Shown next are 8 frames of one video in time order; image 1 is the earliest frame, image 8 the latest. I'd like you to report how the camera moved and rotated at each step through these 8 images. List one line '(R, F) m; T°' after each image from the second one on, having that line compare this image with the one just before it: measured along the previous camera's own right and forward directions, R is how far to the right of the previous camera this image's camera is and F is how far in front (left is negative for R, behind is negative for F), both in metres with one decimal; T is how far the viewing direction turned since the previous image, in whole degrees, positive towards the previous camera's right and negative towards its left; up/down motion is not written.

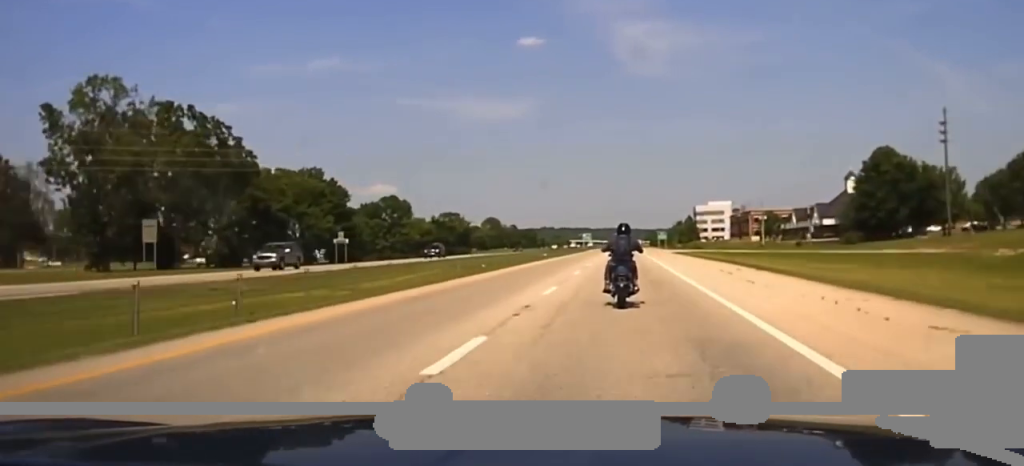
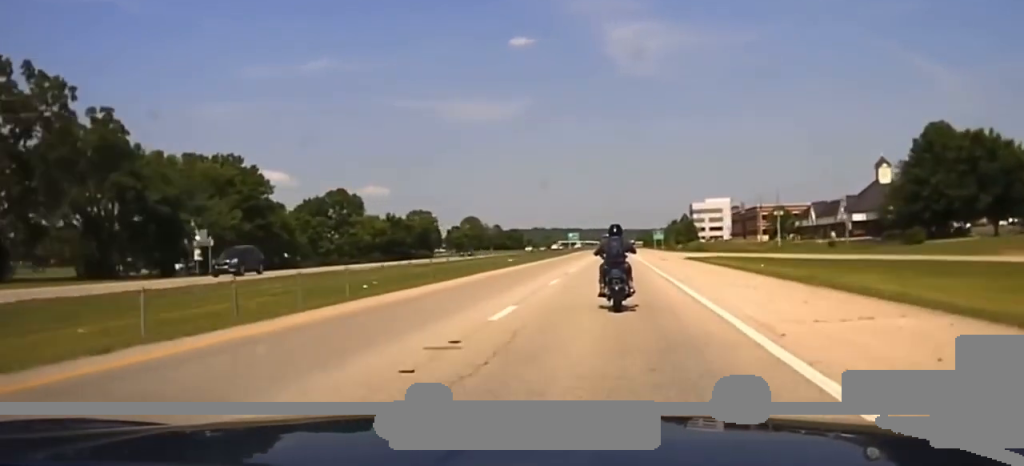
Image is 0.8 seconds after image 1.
(0.0, +27.5) m; +1°
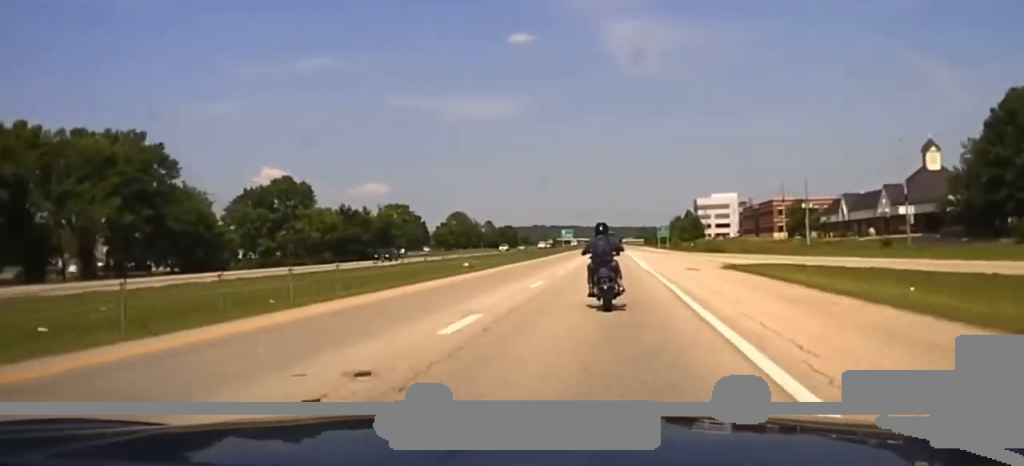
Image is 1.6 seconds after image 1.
(+0.3, +24.2) m; 0°
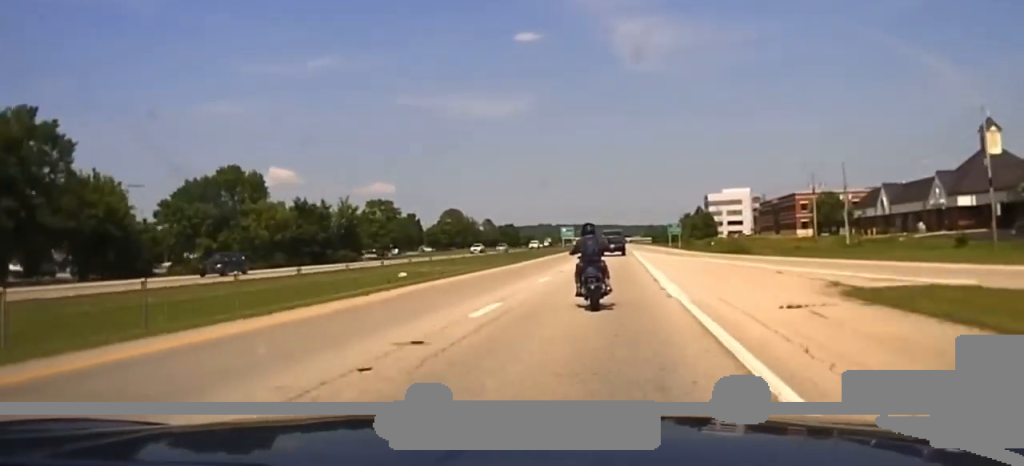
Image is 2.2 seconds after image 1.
(+0.1, +20.5) m; 0°
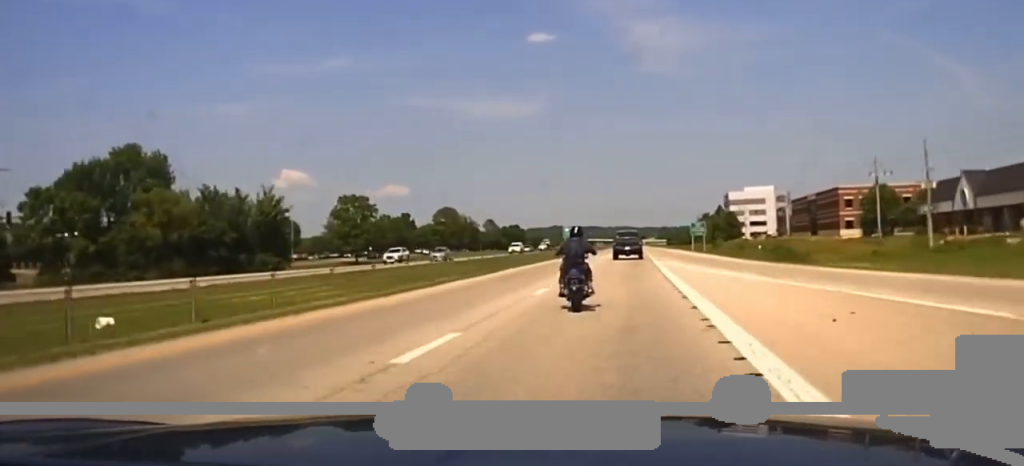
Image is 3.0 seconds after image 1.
(-0.1, +29.5) m; -1°
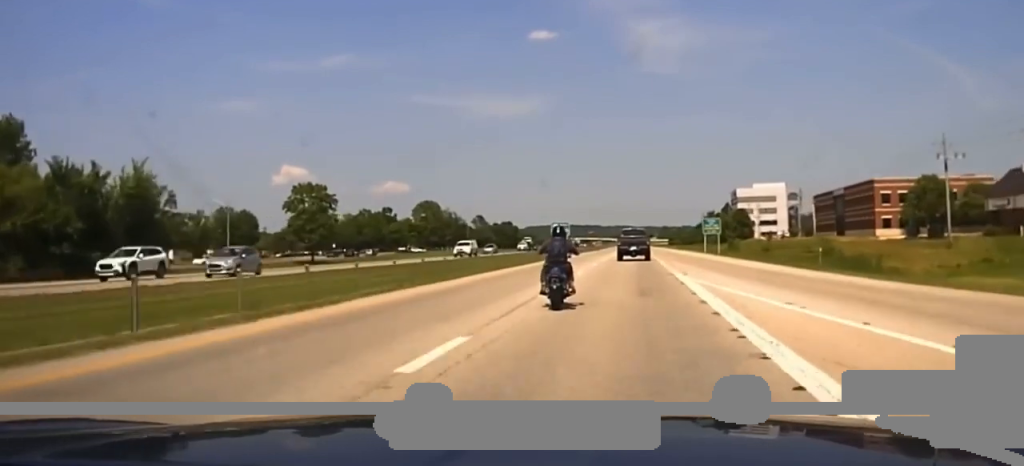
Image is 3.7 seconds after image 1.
(-0.3, +25.8) m; -1°
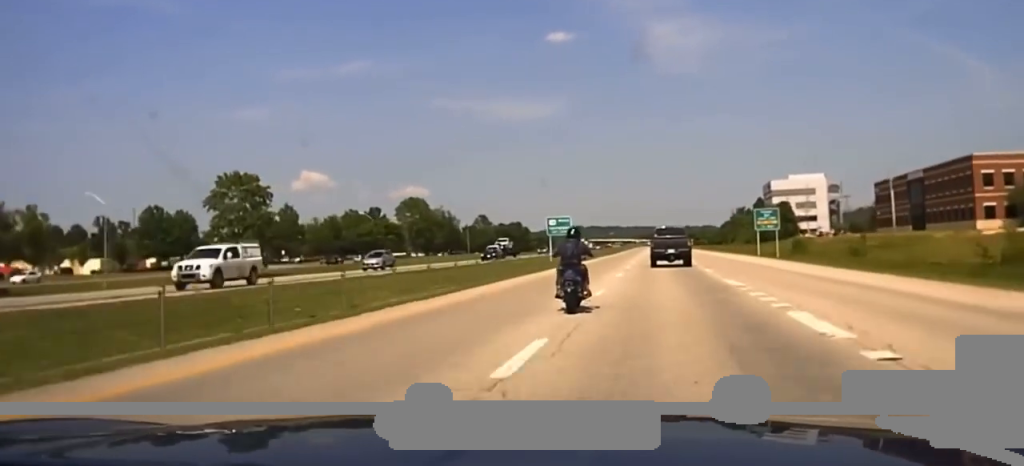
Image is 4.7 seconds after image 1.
(-0.1, +38.7) m; -1°
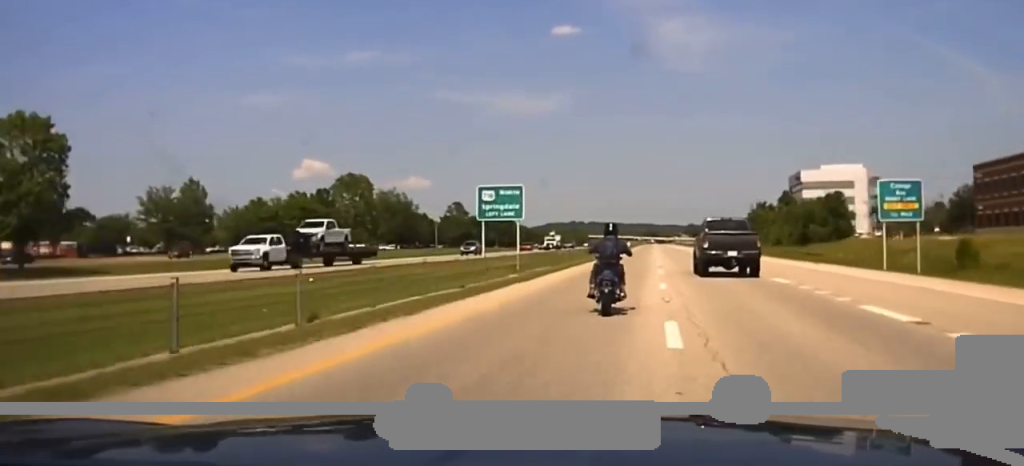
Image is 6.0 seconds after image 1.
(-0.7, +52.9) m; 0°
